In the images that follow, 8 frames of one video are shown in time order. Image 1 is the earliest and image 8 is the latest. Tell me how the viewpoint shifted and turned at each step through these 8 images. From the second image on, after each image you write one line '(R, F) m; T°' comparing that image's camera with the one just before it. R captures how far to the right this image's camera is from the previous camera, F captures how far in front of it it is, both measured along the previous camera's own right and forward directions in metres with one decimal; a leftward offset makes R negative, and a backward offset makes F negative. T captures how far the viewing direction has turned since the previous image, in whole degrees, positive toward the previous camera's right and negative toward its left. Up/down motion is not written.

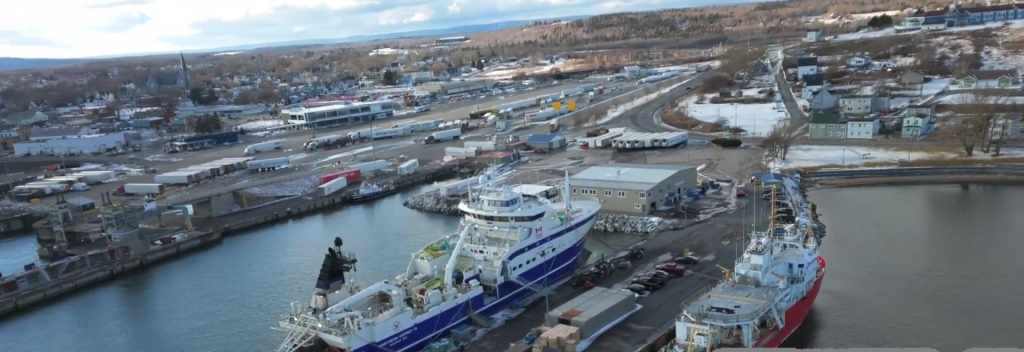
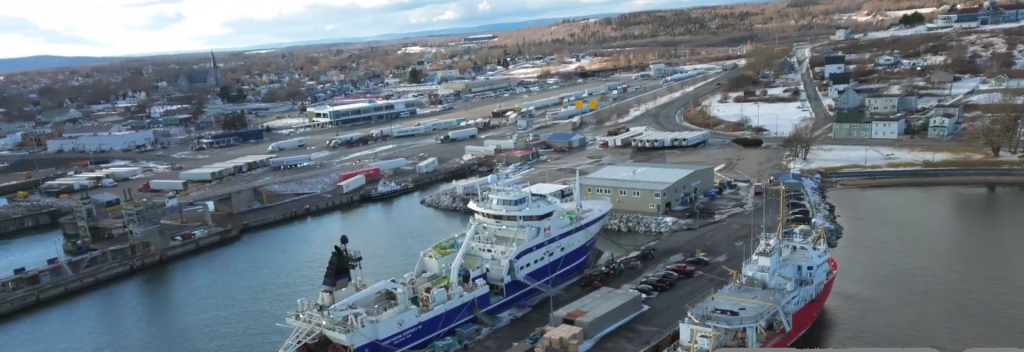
(-0.1, +3.7) m; -2°
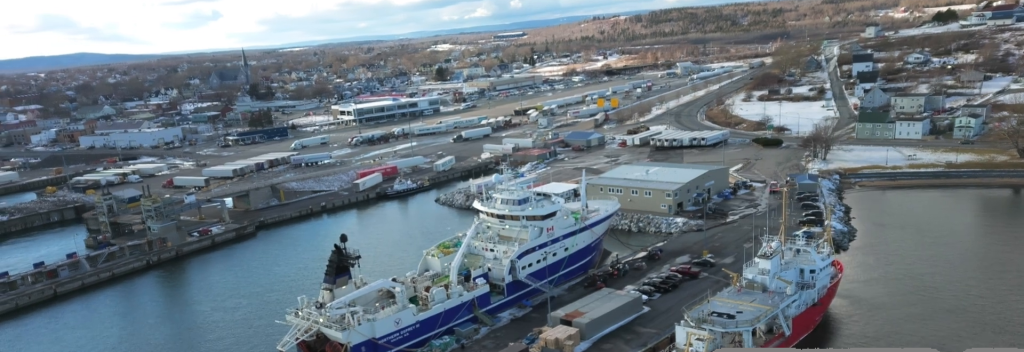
(-0.1, +5.0) m; -3°
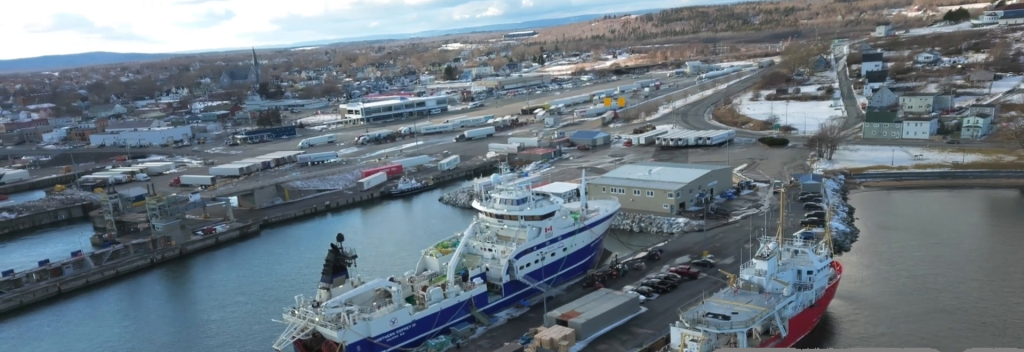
(0.0, +2.3) m; -1°
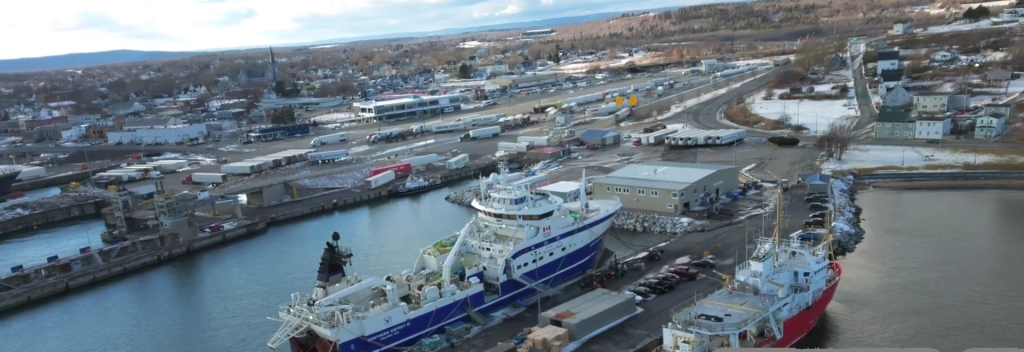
(0.0, +3.7) m; -2°
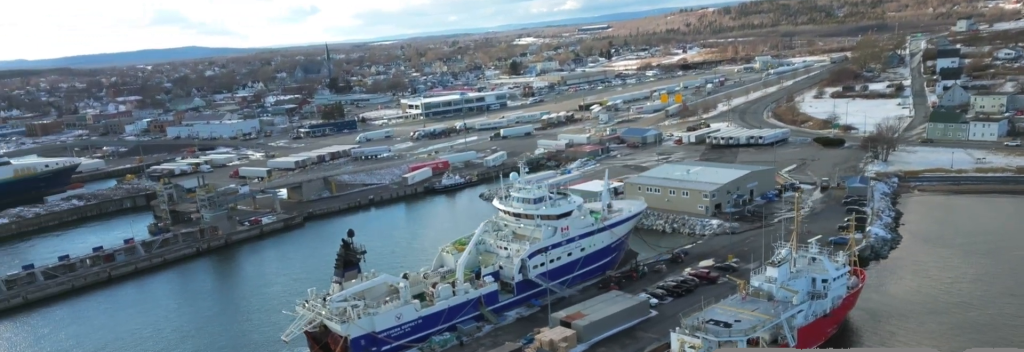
(-0.2, +7.3) m; -4°
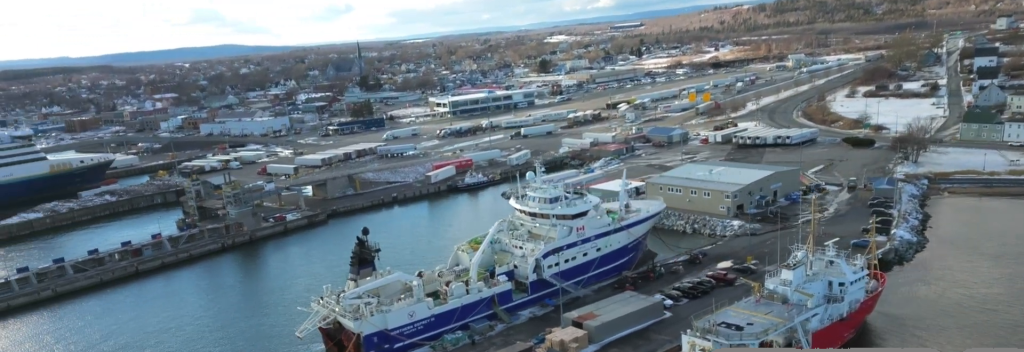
(-0.1, +3.2) m; -1°
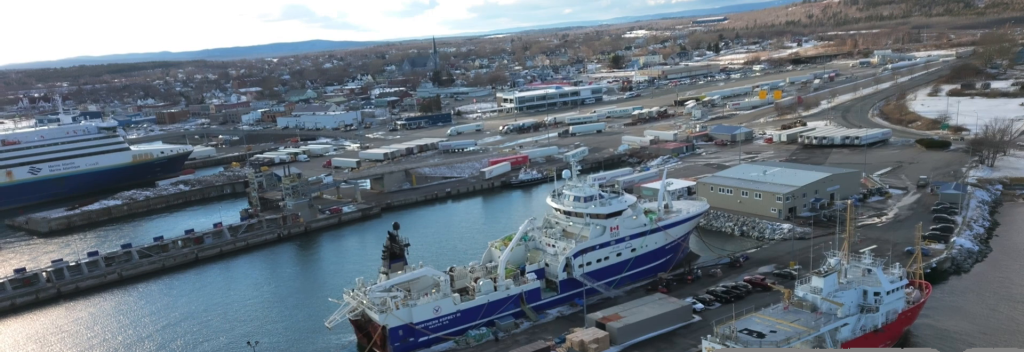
(-0.2, +8.7) m; -3°
